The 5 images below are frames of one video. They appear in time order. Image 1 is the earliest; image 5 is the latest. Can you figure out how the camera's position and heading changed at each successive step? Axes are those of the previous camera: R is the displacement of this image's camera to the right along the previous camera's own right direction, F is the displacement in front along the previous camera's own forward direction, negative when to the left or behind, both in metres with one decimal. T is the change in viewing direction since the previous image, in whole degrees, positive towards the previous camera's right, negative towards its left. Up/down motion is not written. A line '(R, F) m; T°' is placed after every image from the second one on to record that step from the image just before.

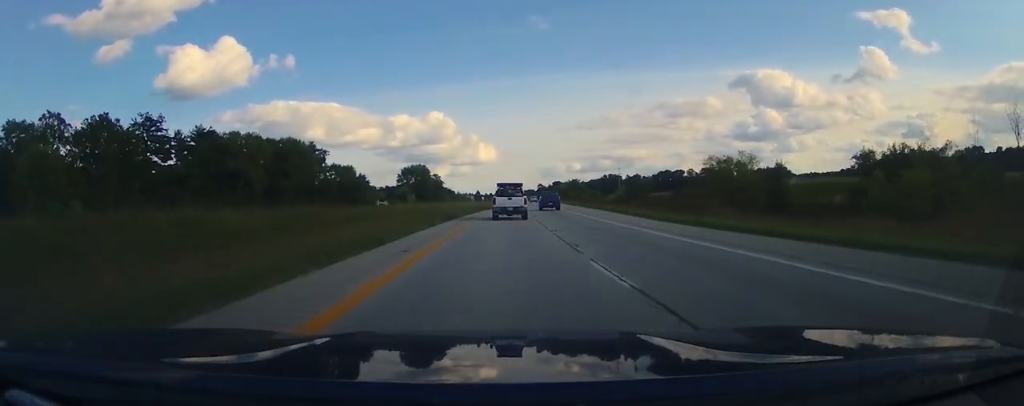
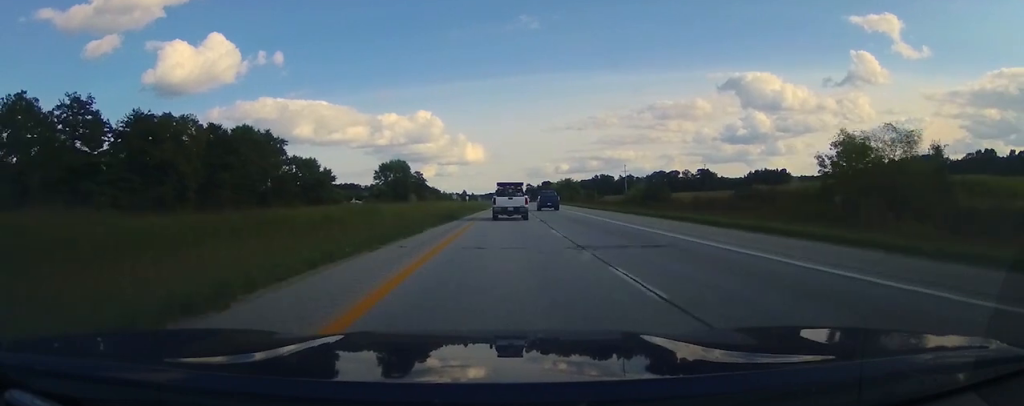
(+0.2, +25.1) m; +2°
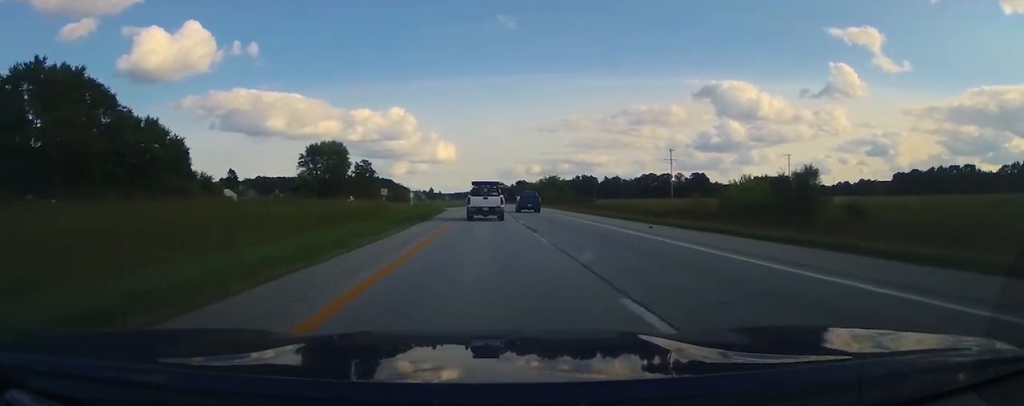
(+2.6, +64.8) m; +3°
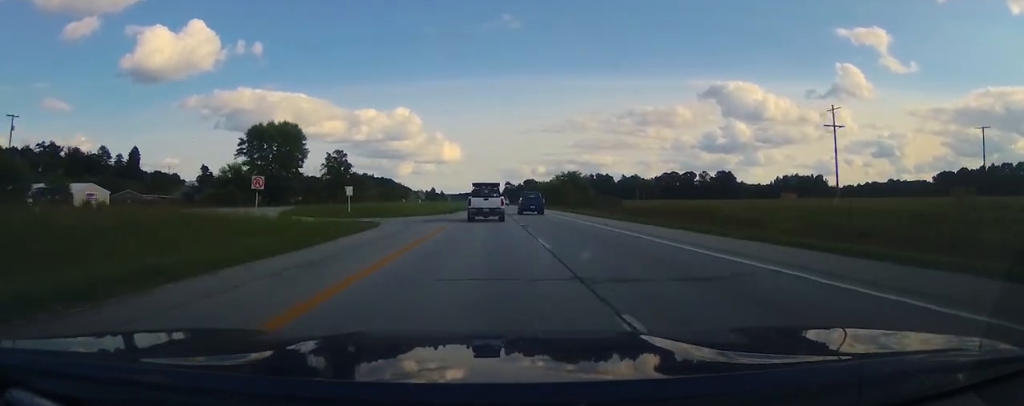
(-0.6, +49.5) m; -2°
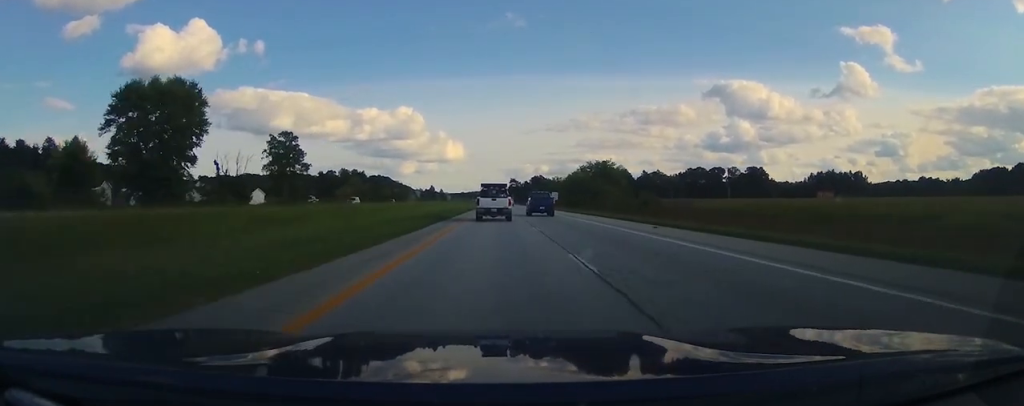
(-1.2, +53.7) m; -1°
